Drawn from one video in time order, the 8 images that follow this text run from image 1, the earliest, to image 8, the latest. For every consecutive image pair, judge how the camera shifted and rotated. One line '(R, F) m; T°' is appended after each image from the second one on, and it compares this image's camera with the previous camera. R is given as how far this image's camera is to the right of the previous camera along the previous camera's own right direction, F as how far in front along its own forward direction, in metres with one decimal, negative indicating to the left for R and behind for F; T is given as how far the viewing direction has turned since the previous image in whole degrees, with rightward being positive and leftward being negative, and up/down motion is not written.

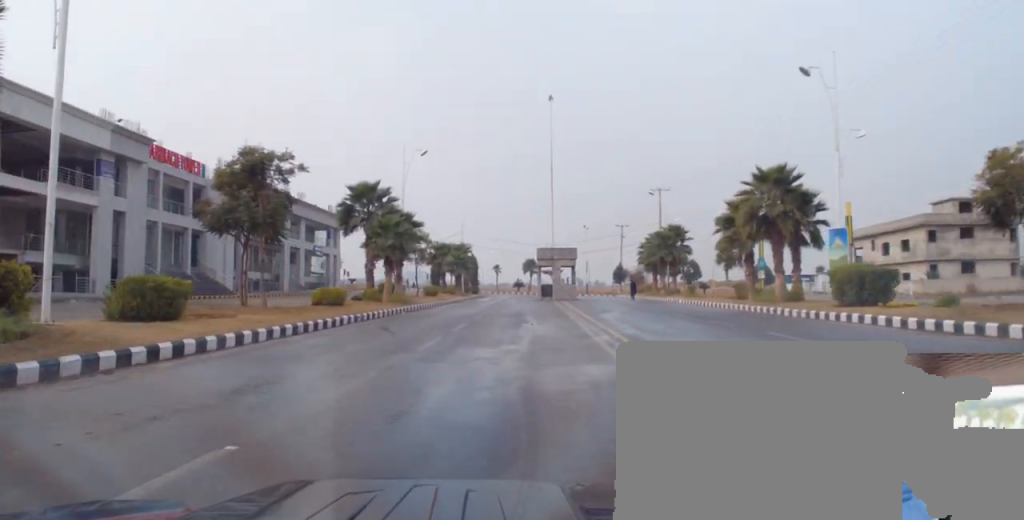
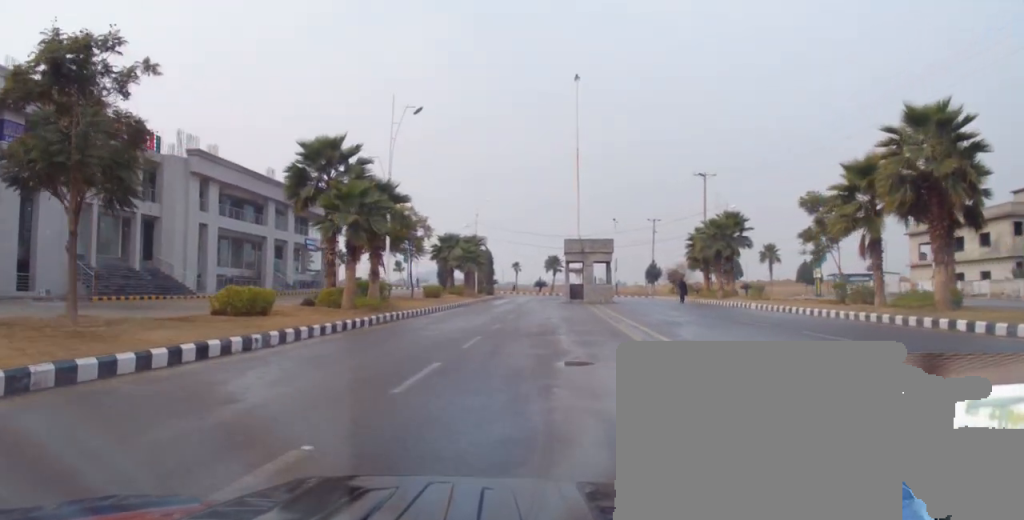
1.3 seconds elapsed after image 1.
(-0.3, +11.8) m; +1°
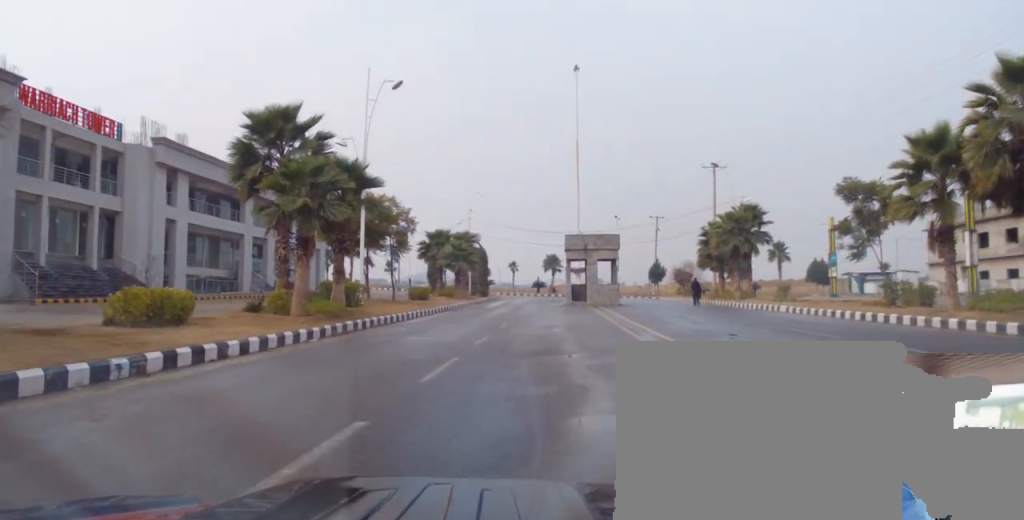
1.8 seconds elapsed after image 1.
(+0.1, +4.9) m; +2°
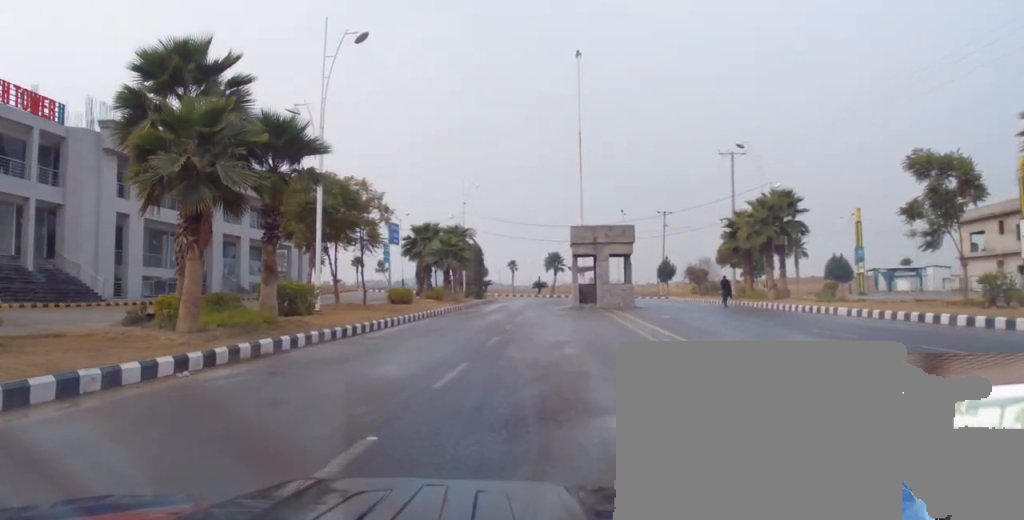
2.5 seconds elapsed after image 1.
(+0.2, +6.5) m; +2°
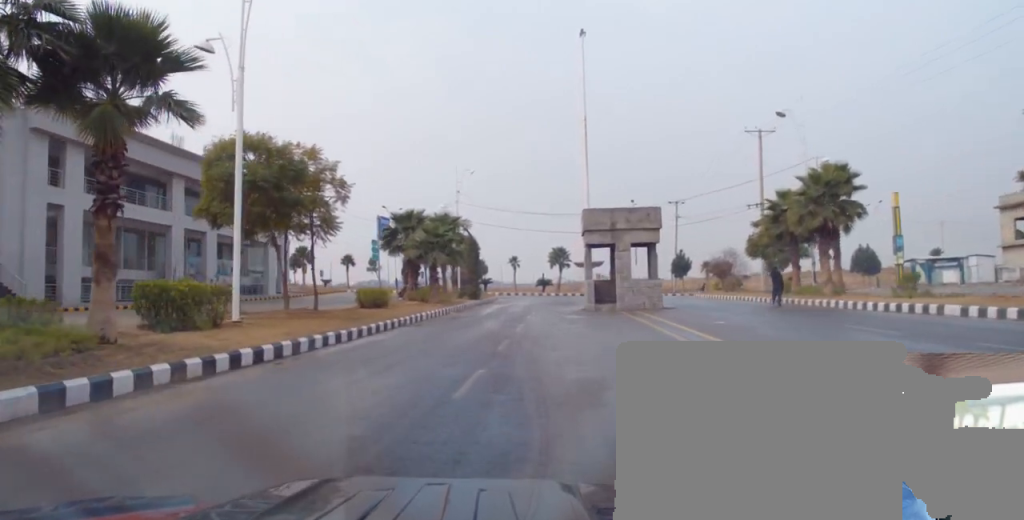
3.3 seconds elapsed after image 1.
(0.0, +7.3) m; -2°
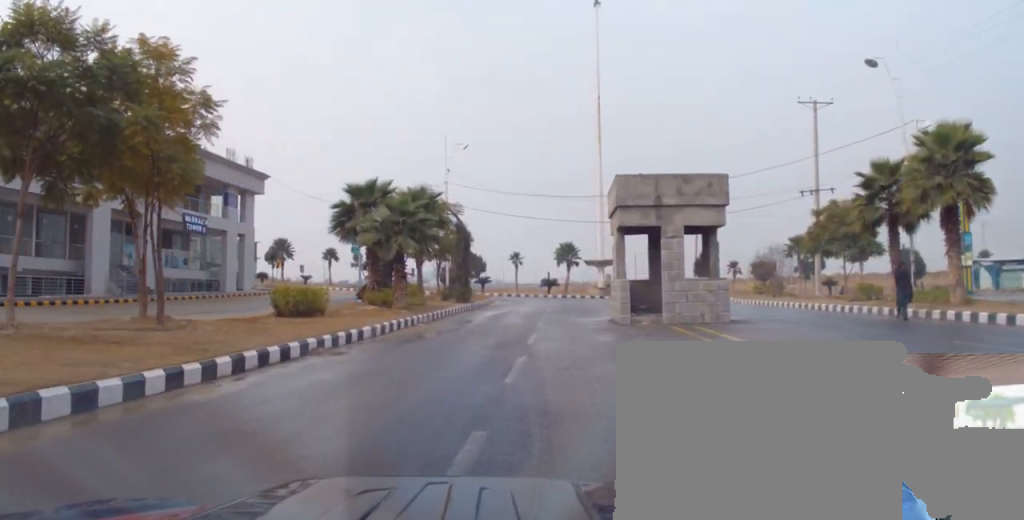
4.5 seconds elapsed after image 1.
(-0.5, +10.4) m; -5°
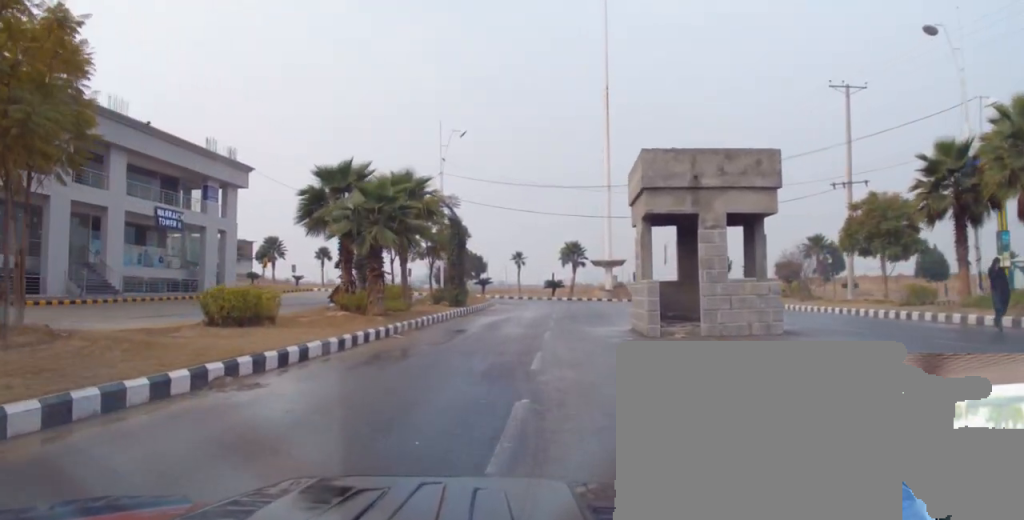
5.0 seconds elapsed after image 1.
(-0.1, +4.4) m; +1°
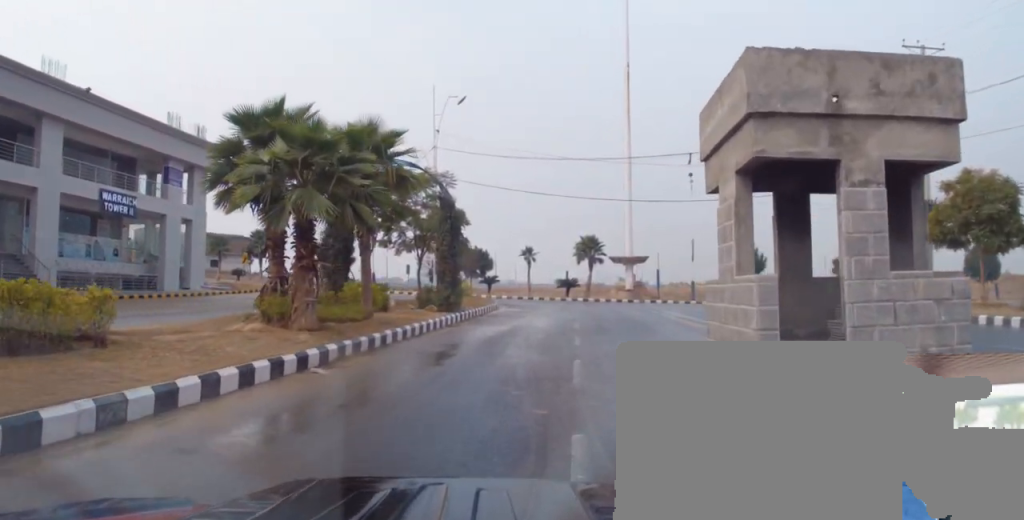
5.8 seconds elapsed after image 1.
(+0.1, +7.4) m; +3°
